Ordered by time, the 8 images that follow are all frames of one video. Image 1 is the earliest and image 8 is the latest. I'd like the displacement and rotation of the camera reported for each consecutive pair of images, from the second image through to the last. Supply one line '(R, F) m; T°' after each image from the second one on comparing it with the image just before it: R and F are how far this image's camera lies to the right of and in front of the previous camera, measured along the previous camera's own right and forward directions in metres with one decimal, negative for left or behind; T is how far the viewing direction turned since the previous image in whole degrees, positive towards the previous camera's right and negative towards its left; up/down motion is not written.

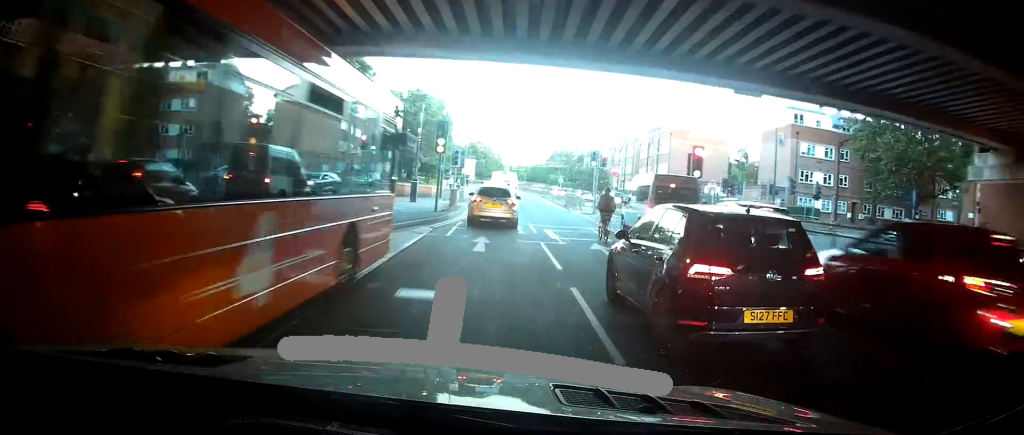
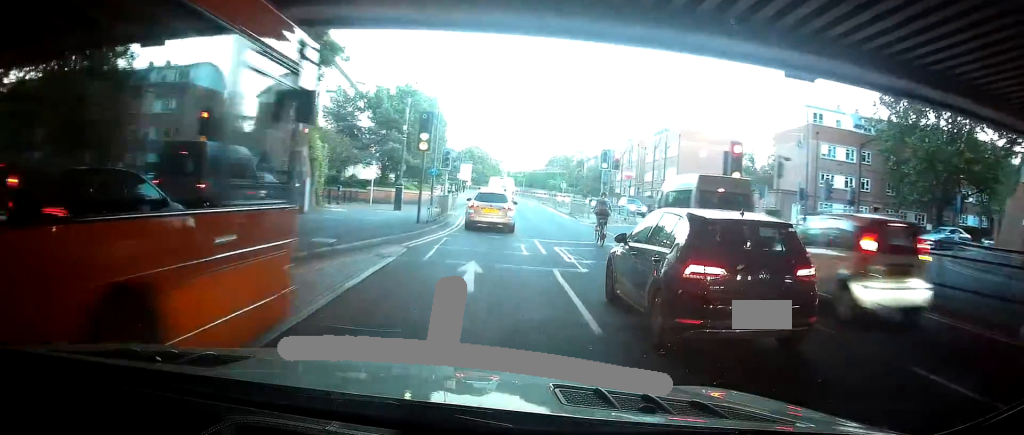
(0.0, +4.8) m; +1°
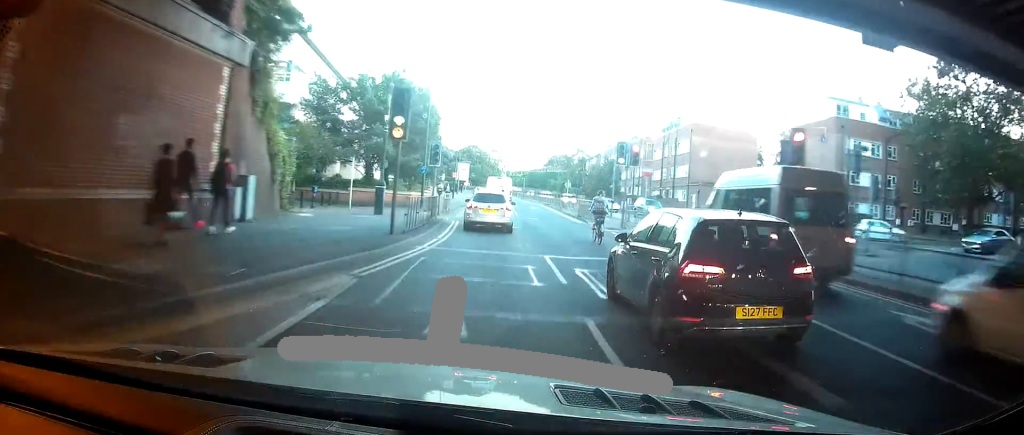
(+0.4, +5.1) m; 0°
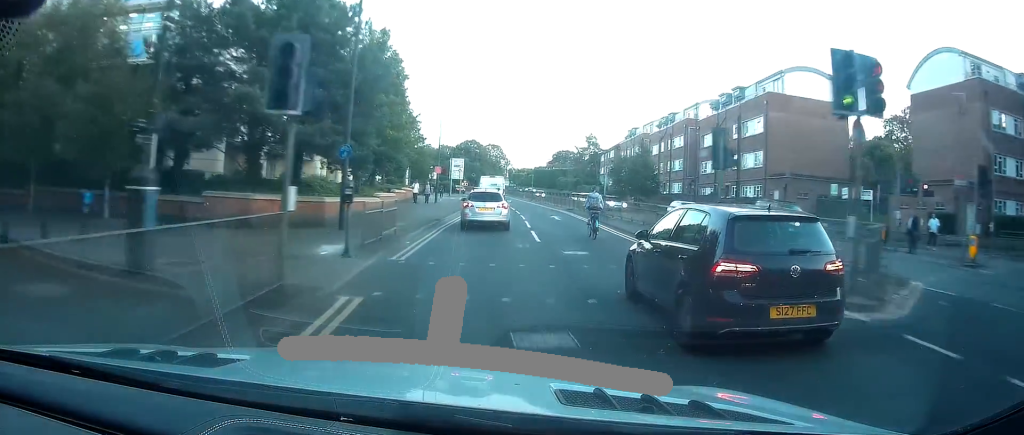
(-0.6, +19.6) m; -3°
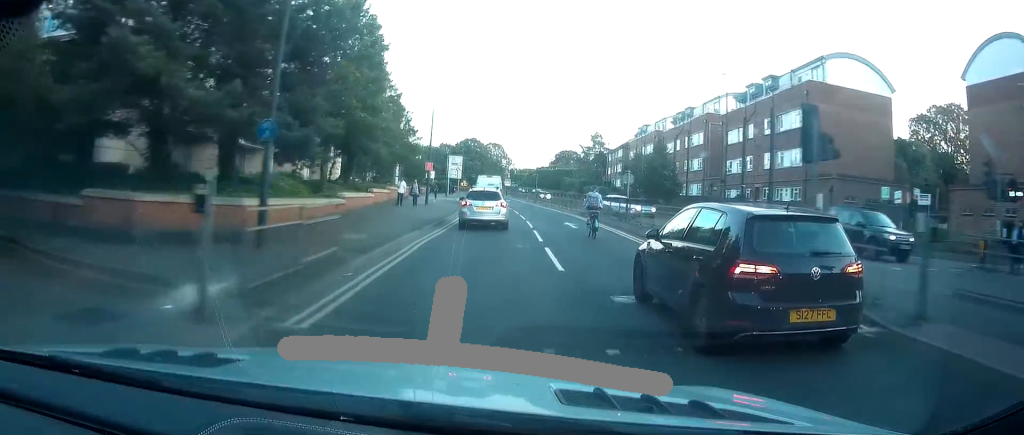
(+0.1, +6.4) m; 0°
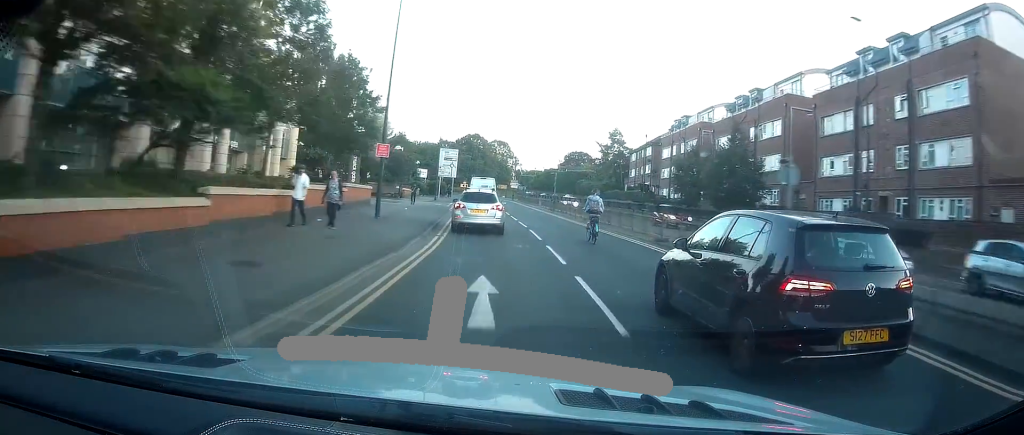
(-0.3, +16.7) m; -2°
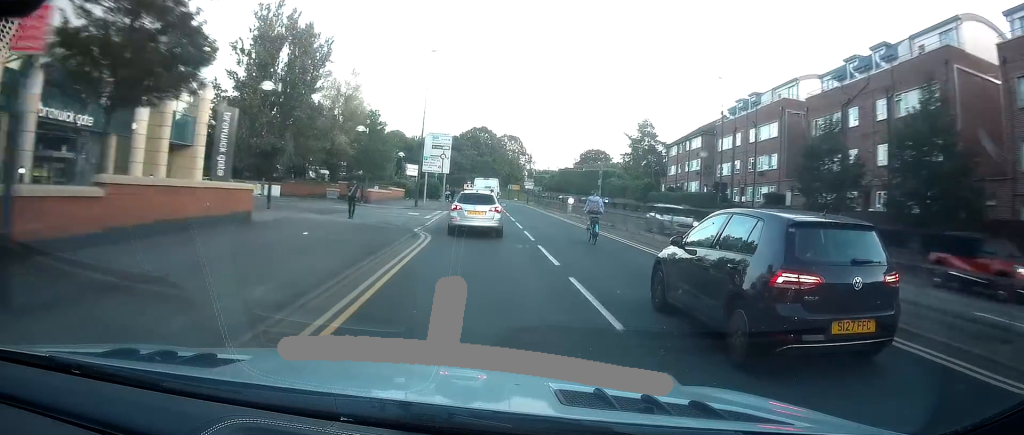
(-0.4, +17.9) m; -2°
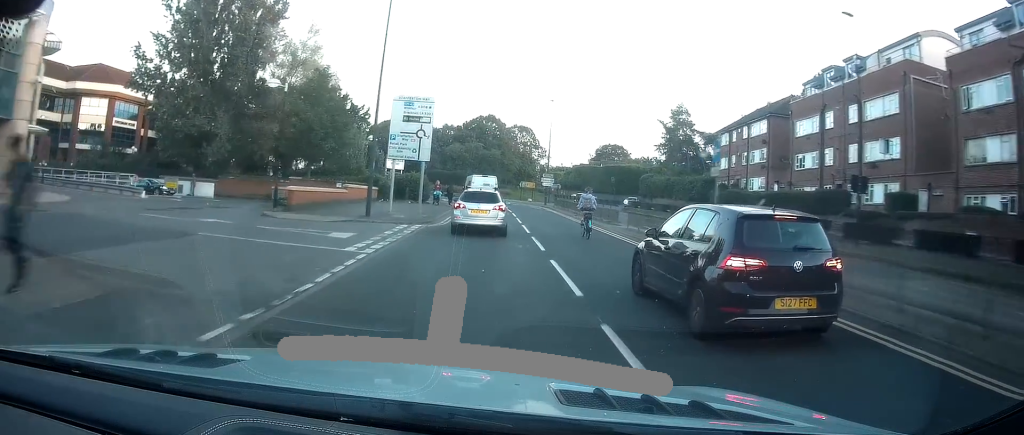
(-0.1, +15.5) m; -1°
